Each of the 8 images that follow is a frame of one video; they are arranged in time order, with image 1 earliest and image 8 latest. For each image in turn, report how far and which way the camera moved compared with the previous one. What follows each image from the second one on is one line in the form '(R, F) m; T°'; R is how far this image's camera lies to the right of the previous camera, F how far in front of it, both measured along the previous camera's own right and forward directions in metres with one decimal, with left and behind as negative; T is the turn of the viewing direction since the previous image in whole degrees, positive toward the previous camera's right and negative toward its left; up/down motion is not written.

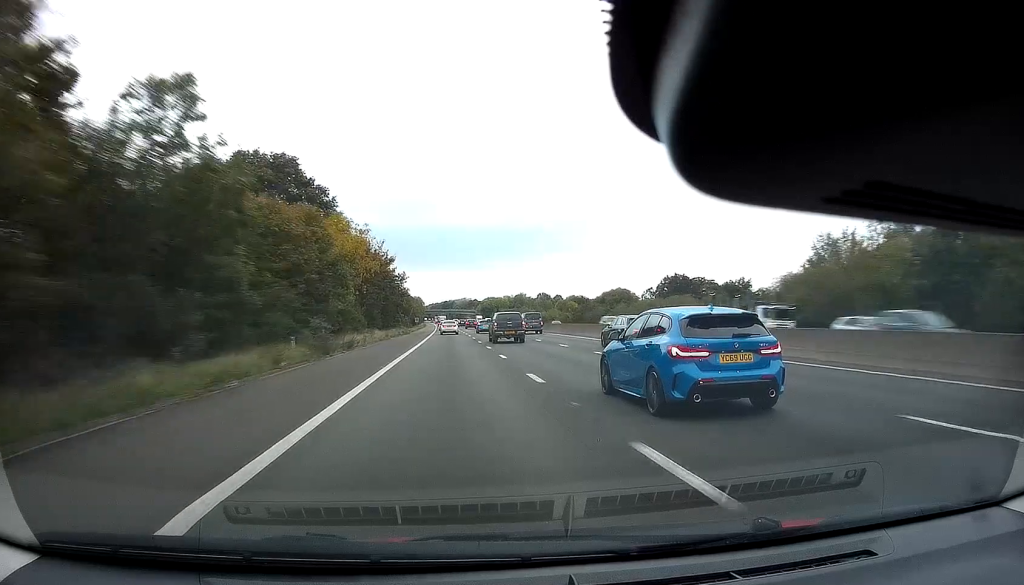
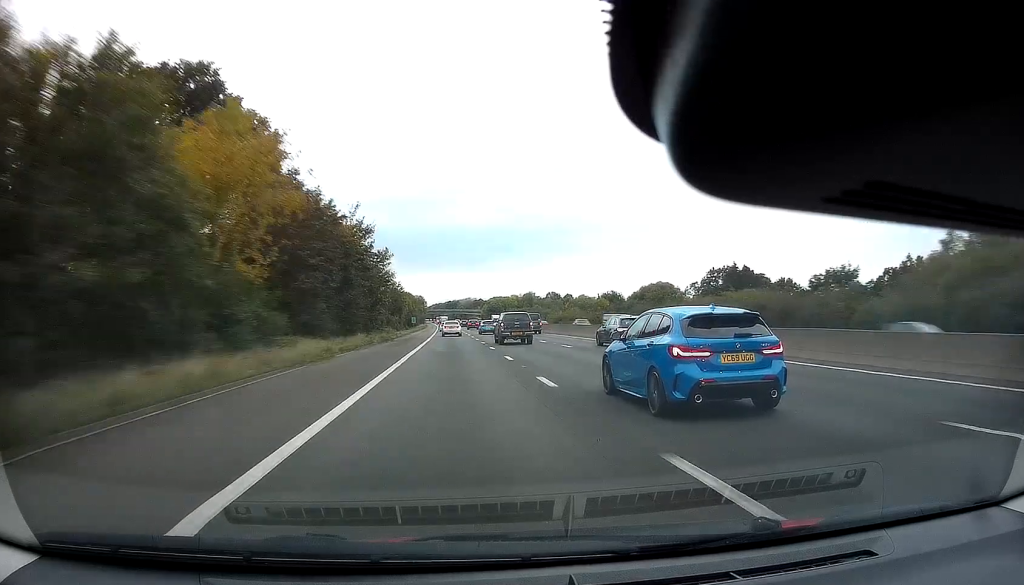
(0.0, +27.7) m; 0°
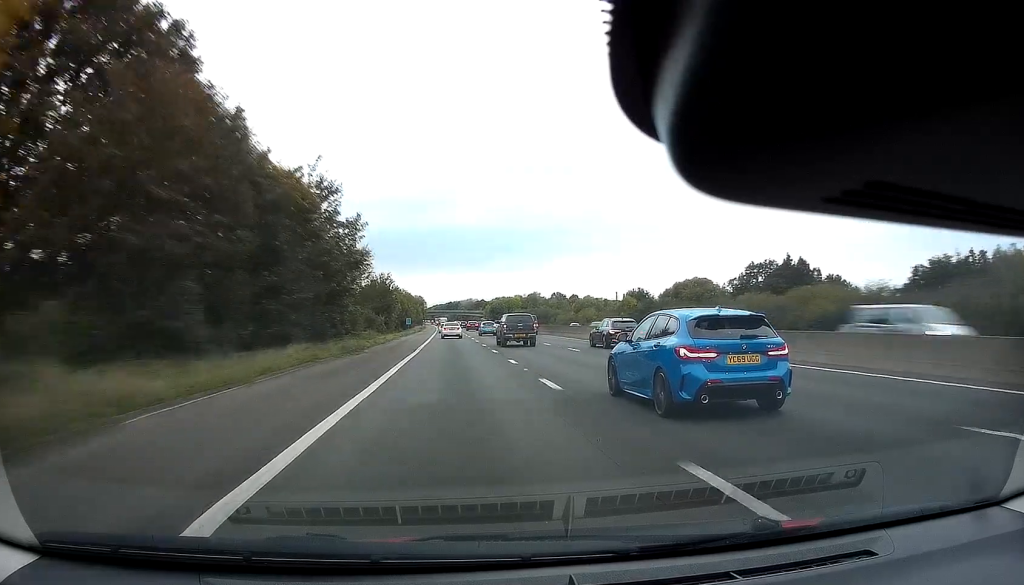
(0.0, +18.5) m; 0°
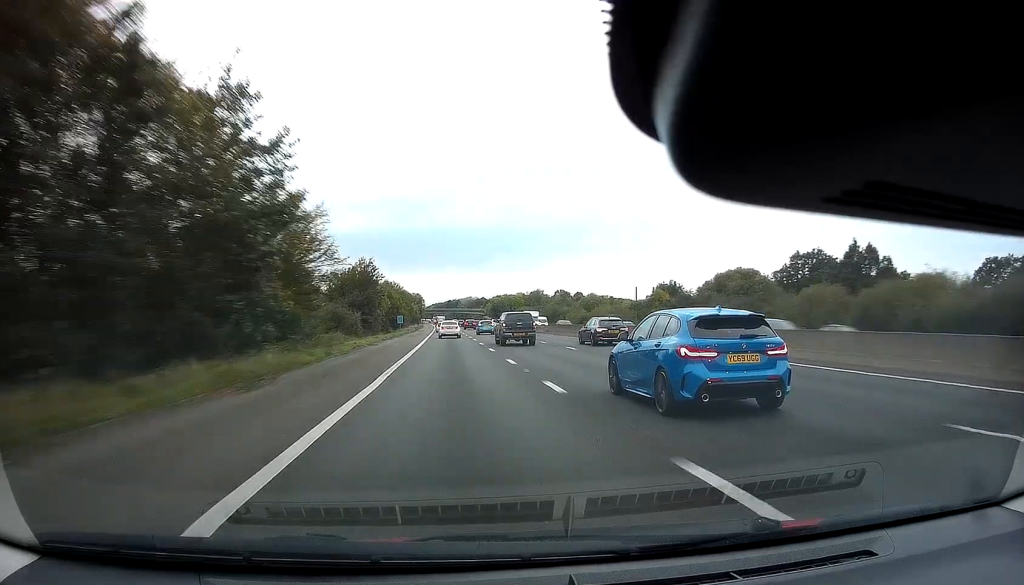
(0.0, +17.4) m; 0°
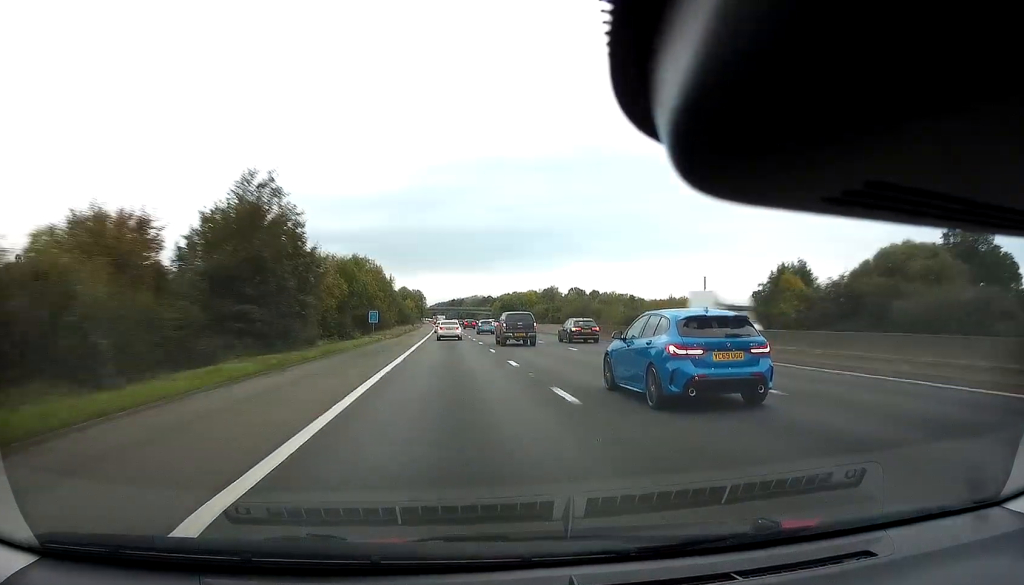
(0.0, +37.2) m; -1°
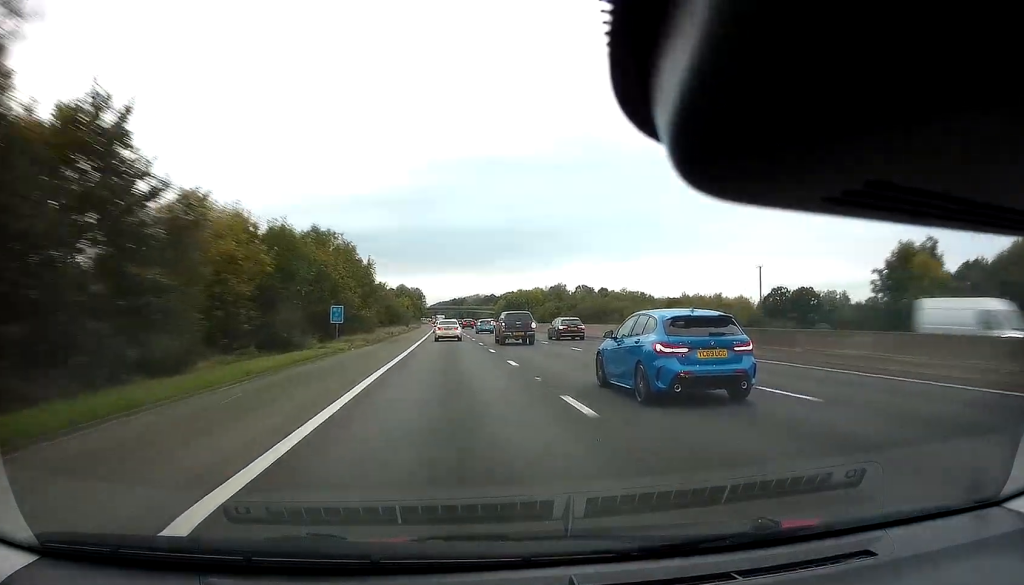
(-0.1, +19.8) m; -1°
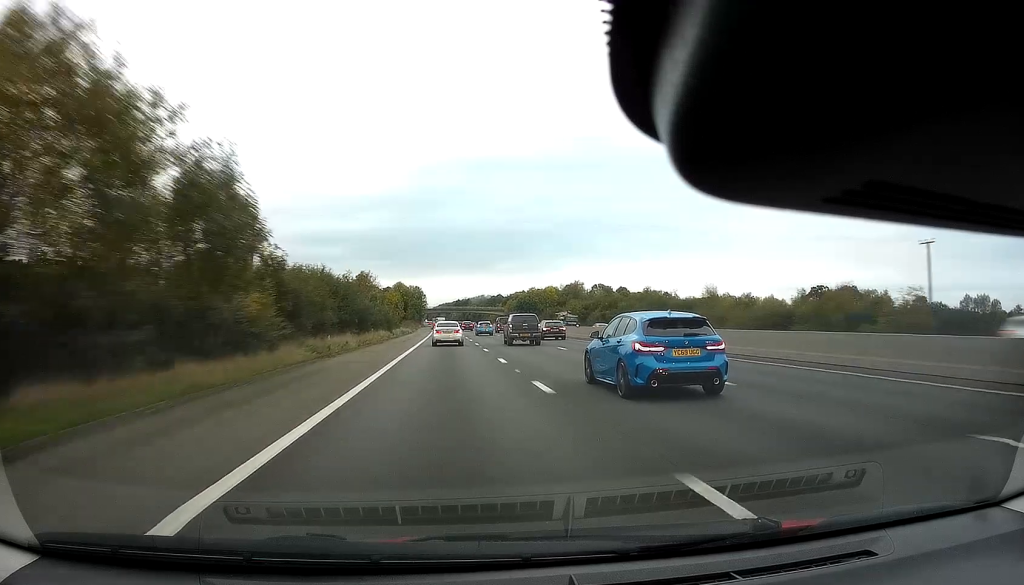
(-0.5, +34.3) m; -1°
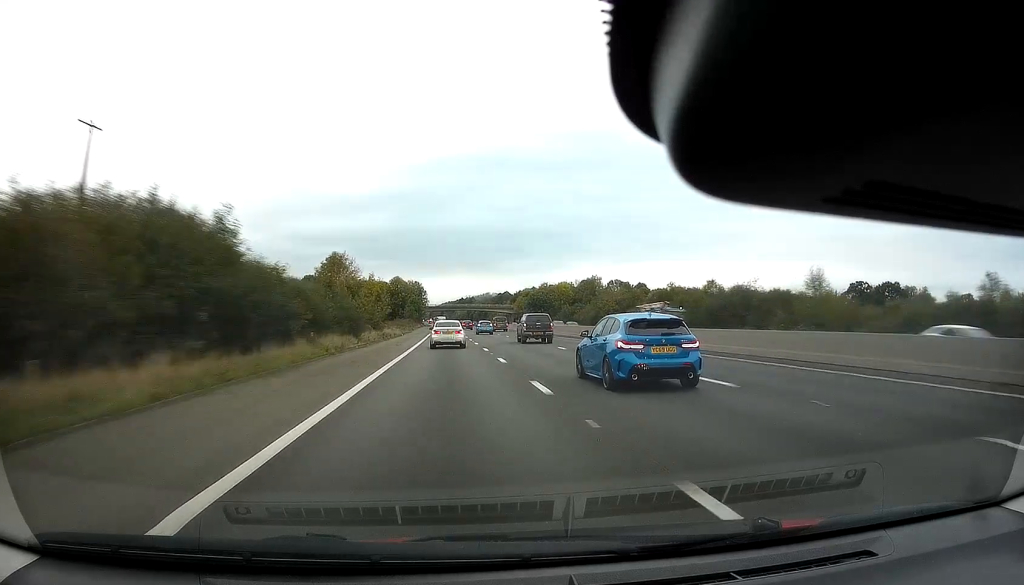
(-0.2, +28.2) m; 0°
